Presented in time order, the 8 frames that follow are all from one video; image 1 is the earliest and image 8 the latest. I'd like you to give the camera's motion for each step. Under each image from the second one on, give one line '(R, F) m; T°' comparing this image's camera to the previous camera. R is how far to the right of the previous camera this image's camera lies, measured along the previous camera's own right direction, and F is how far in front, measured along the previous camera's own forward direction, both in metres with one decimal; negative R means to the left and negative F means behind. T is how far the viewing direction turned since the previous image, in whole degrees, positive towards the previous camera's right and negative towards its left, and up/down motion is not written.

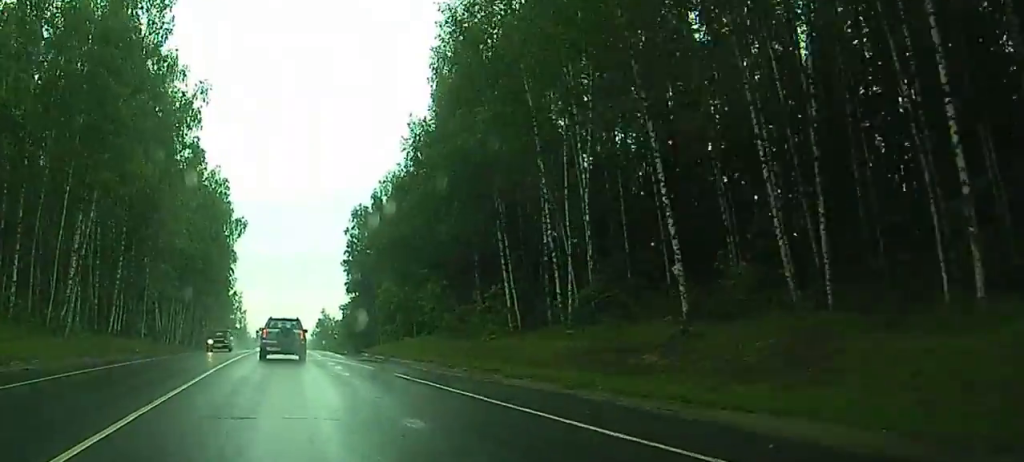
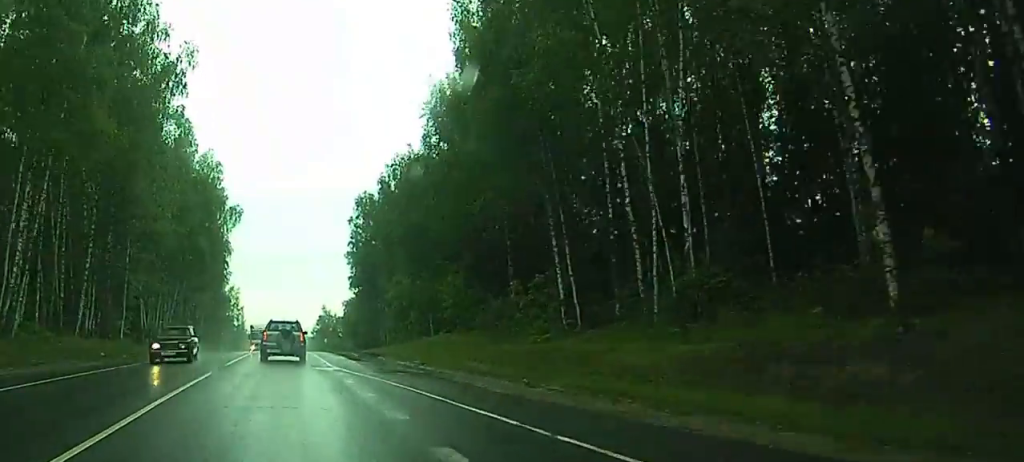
(+0.1, +10.8) m; 0°
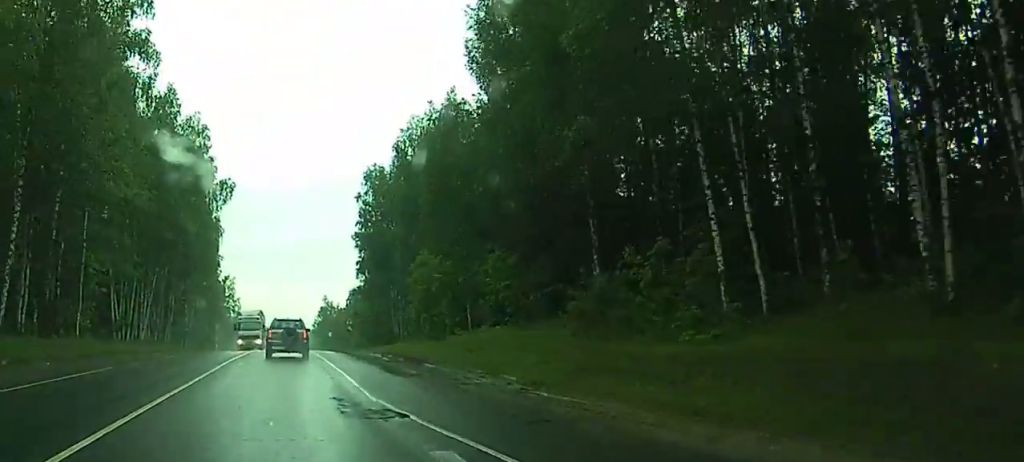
(0.0, +16.4) m; 0°
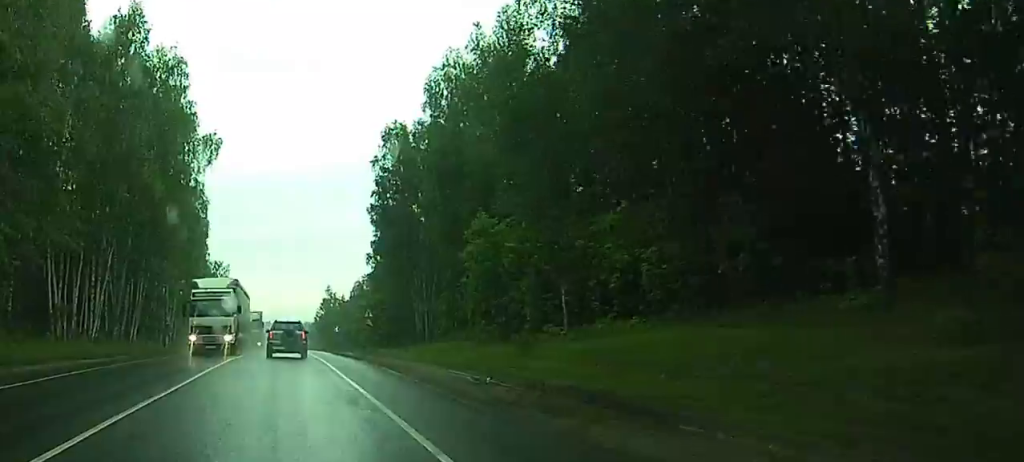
(-0.2, +21.7) m; -2°
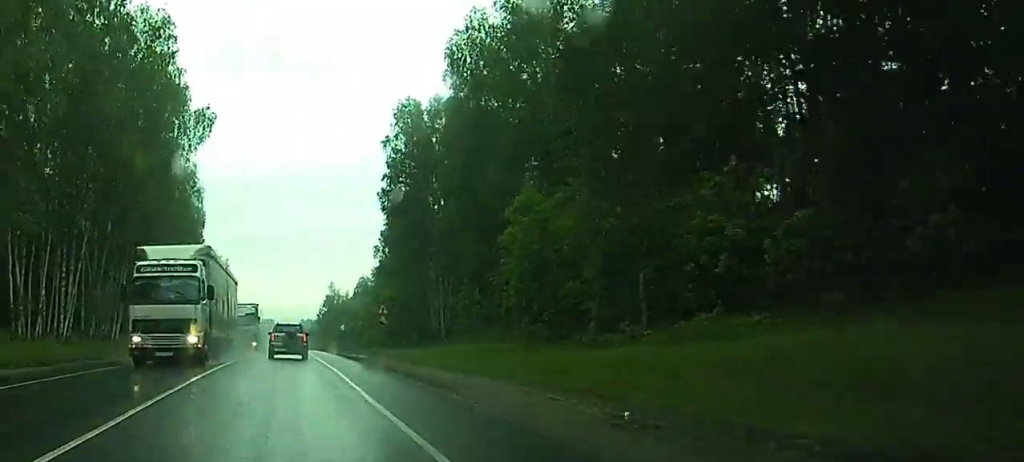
(-0.2, +9.1) m; -1°
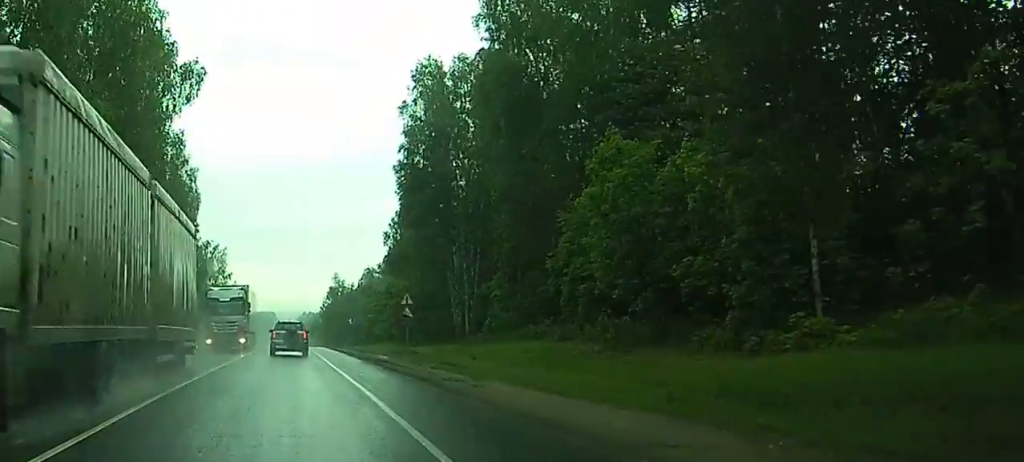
(-0.1, +11.1) m; 0°
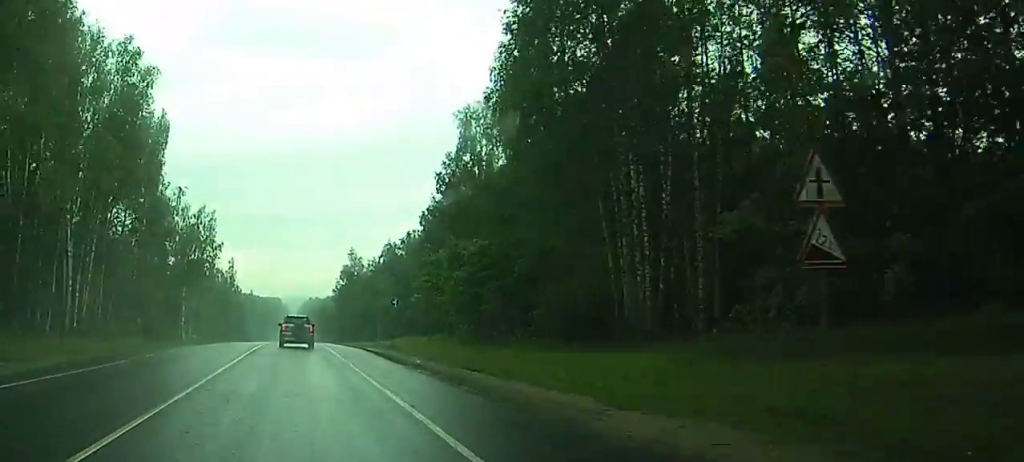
(+0.2, +36.8) m; +4°
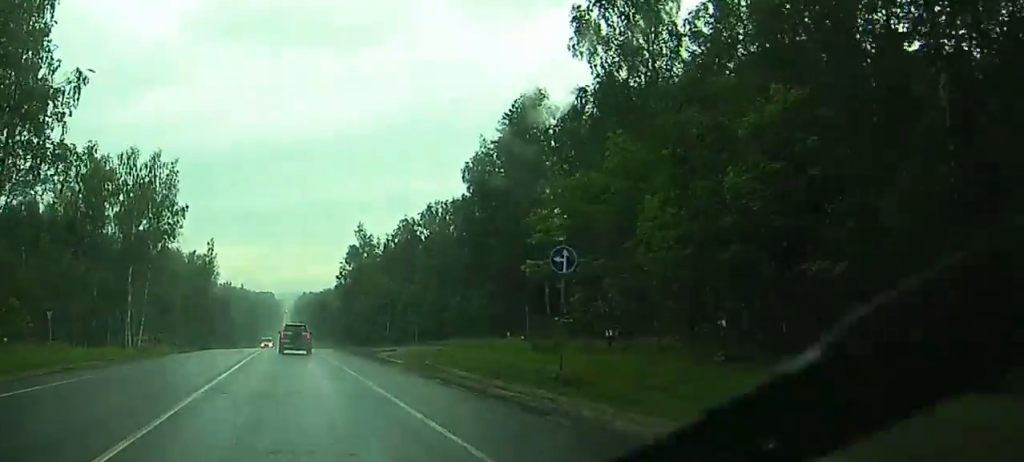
(+2.3, +37.1) m; +2°
